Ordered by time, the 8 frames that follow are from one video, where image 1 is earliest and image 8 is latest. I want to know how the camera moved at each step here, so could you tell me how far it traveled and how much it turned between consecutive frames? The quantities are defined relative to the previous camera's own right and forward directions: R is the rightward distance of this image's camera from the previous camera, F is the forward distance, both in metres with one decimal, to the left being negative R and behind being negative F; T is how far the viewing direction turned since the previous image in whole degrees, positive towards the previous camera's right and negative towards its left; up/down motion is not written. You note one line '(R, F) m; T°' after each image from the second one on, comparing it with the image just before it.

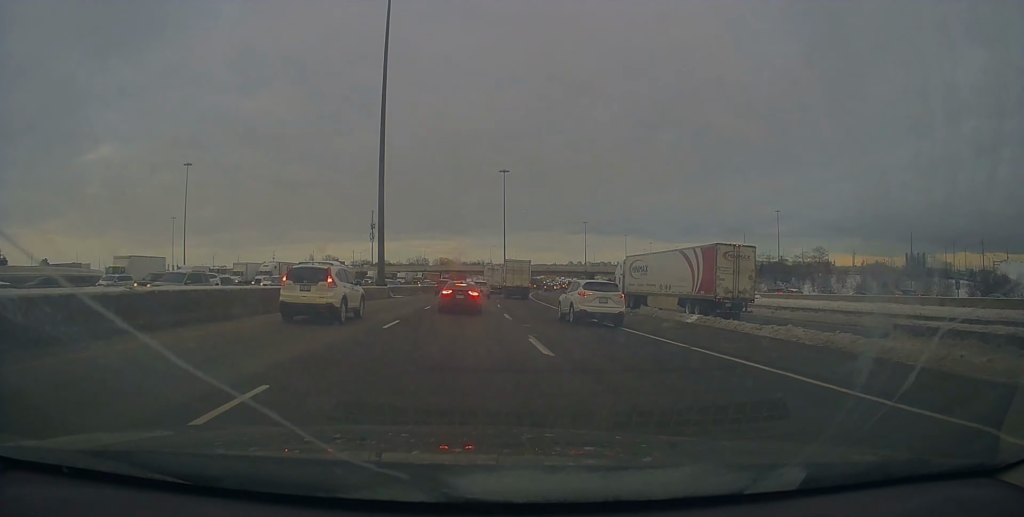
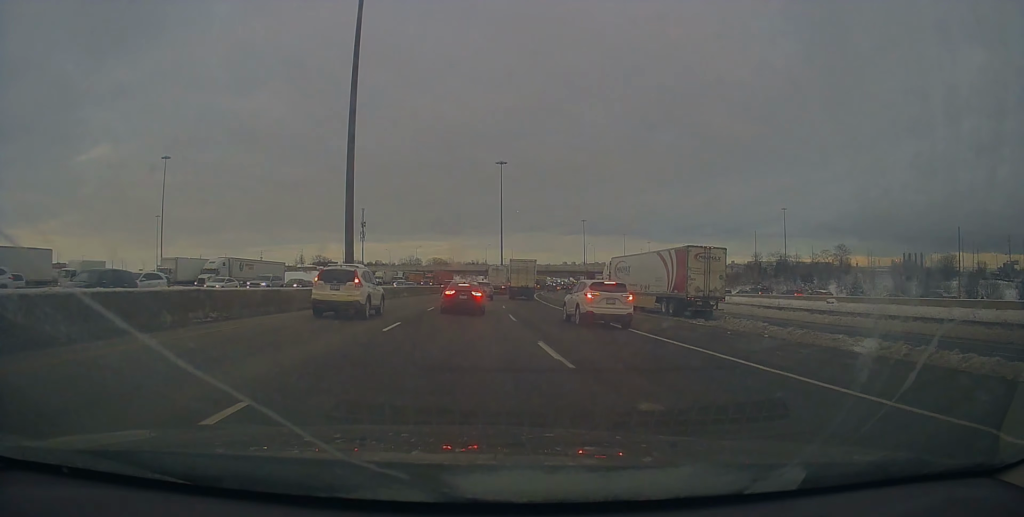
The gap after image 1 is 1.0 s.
(+0.2, +12.9) m; +1°
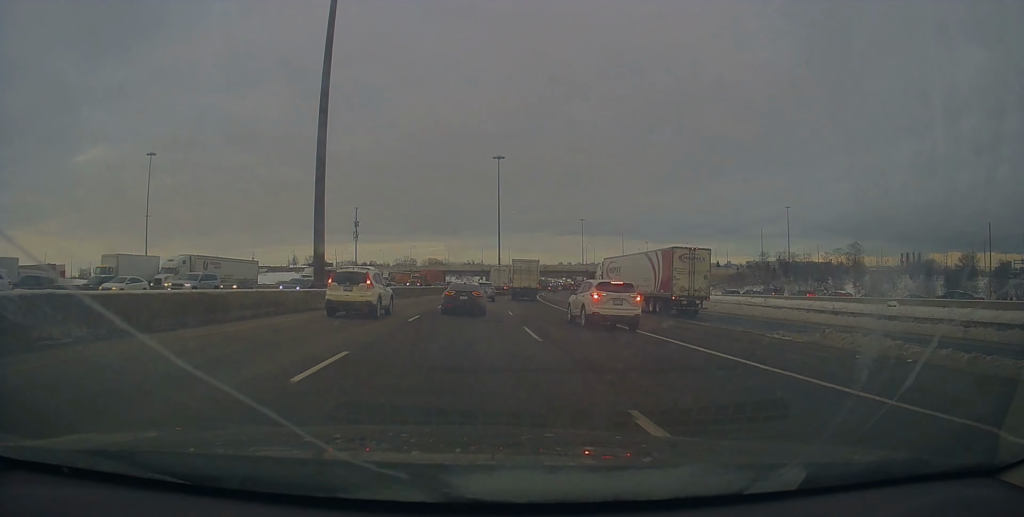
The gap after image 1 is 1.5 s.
(+0.1, +7.5) m; 0°
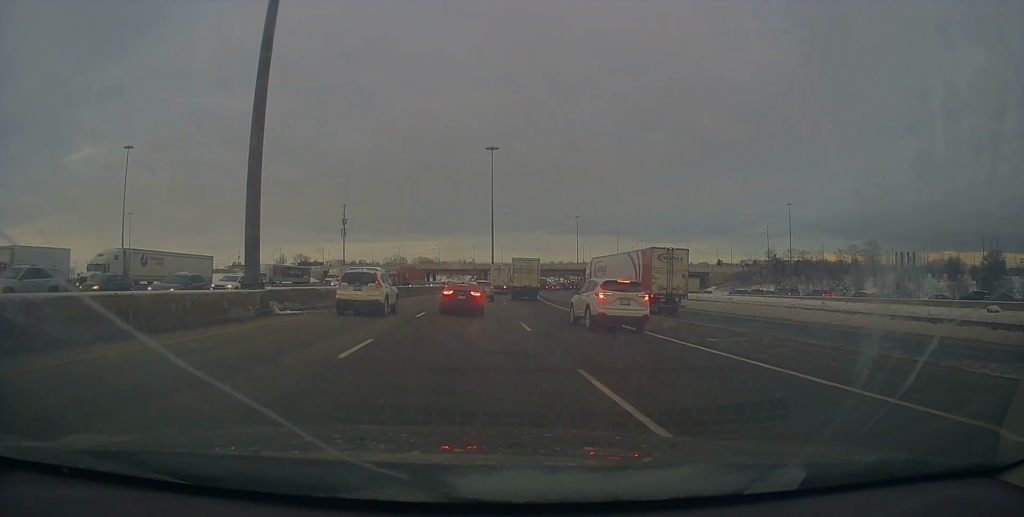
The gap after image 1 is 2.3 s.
(-0.1, +9.7) m; 0°
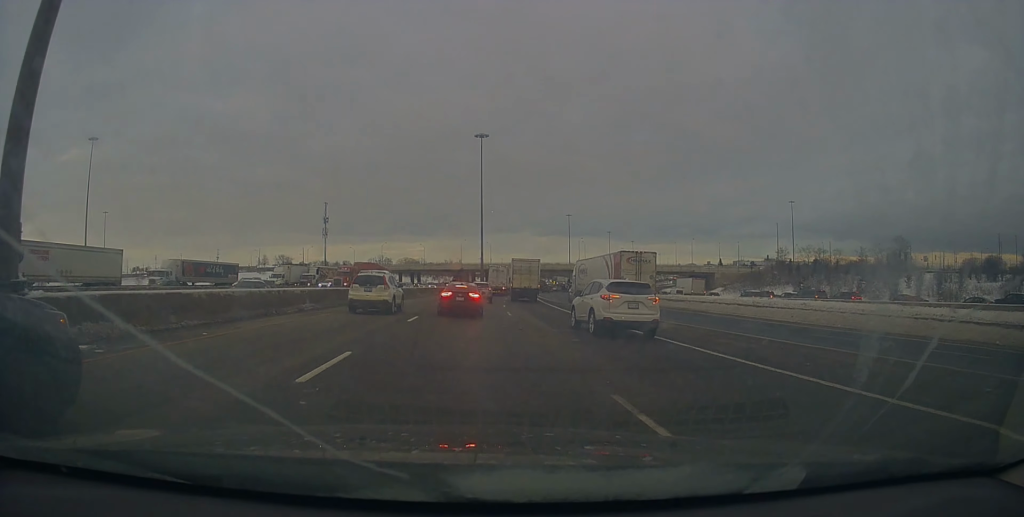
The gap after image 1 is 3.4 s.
(+0.1, +14.2) m; +2°
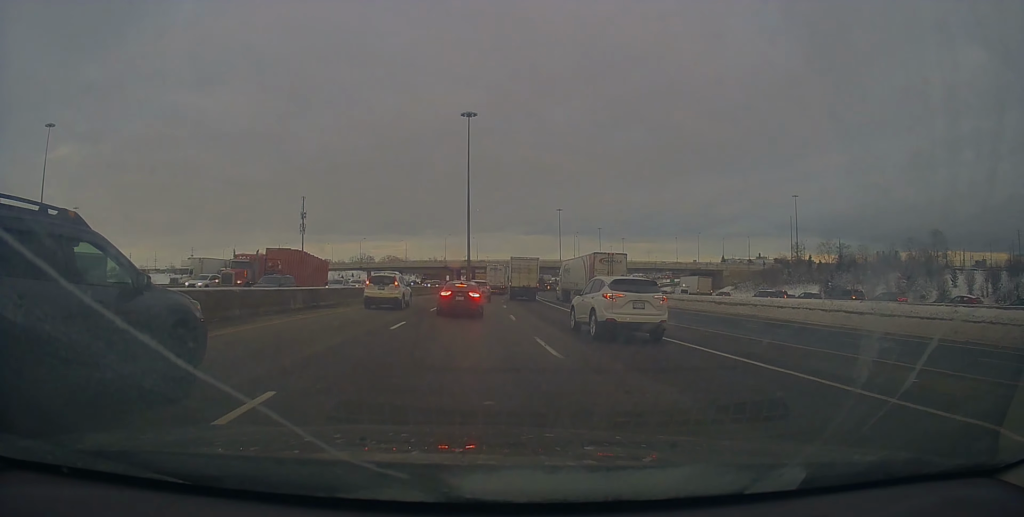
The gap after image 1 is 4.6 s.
(+0.4, +15.7) m; +1°
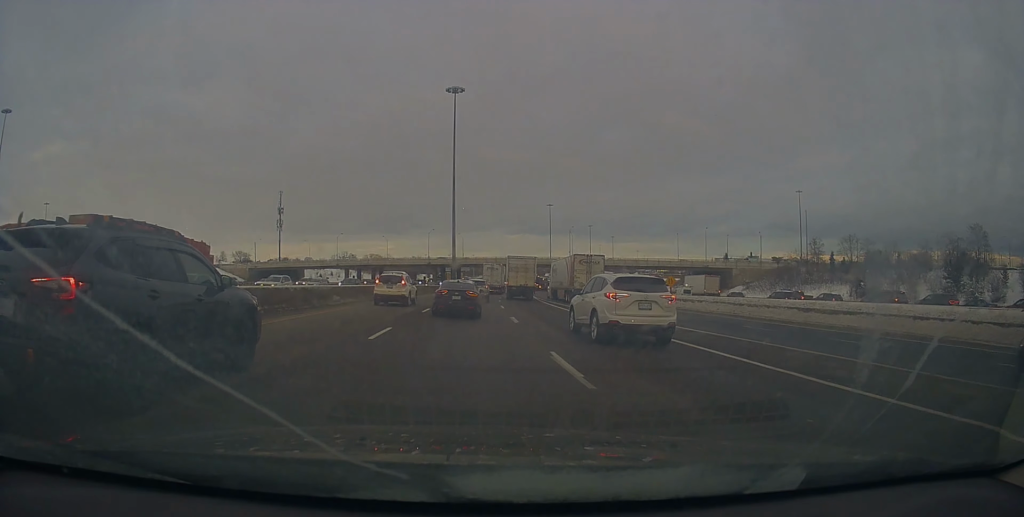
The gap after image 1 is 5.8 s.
(0.0, +14.4) m; +3°
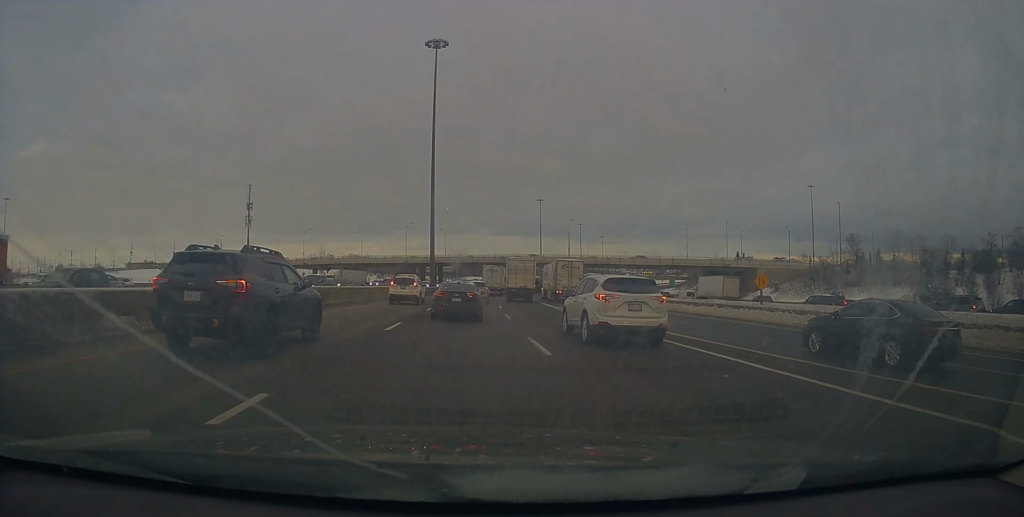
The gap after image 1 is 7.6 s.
(+1.1, +21.5) m; +2°
